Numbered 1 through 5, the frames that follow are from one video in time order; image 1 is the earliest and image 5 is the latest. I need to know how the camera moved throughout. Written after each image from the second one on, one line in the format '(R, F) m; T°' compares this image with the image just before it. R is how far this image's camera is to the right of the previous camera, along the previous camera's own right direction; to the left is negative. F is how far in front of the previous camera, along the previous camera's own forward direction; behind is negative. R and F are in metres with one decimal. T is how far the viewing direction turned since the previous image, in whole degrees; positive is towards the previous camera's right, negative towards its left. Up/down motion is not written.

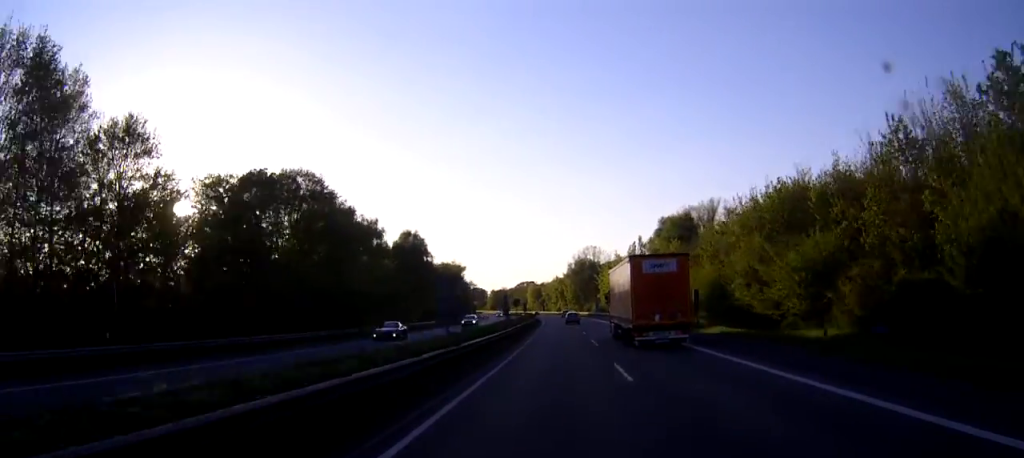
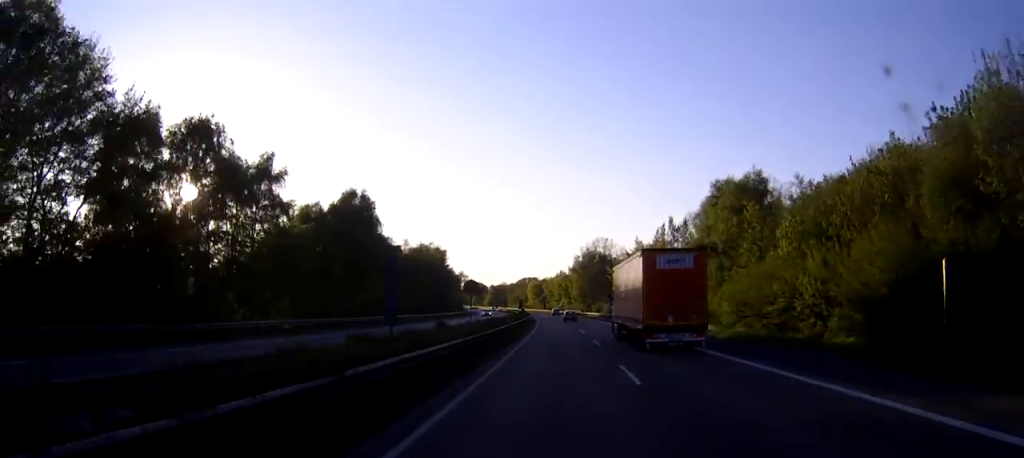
(-0.1, +37.7) m; 0°
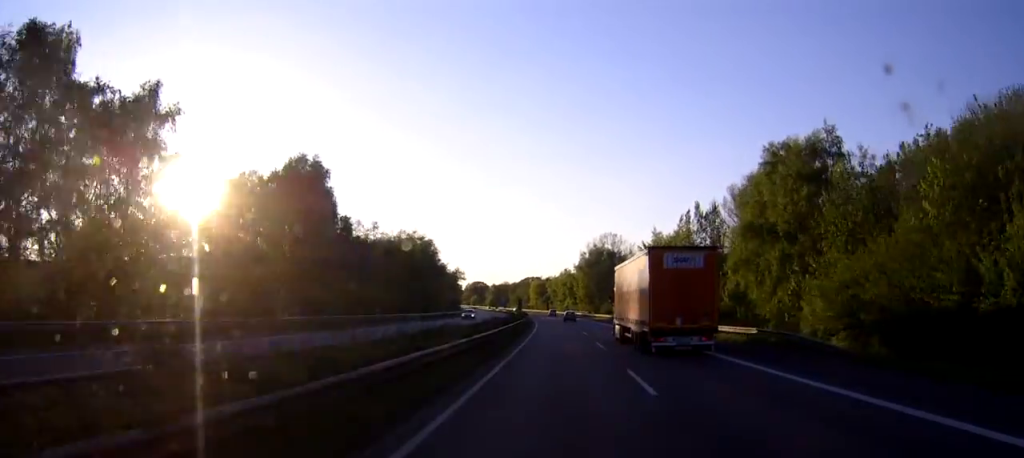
(0.0, +19.8) m; 0°
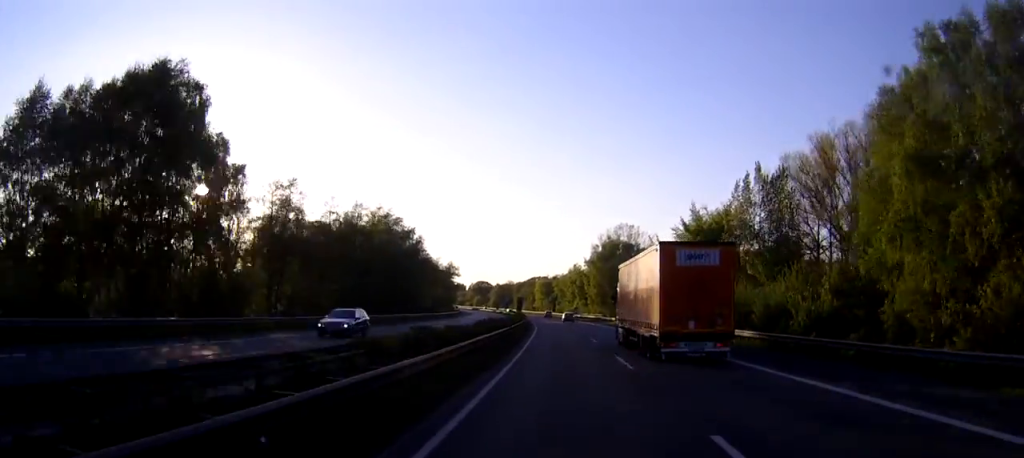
(-0.1, +28.9) m; 0°
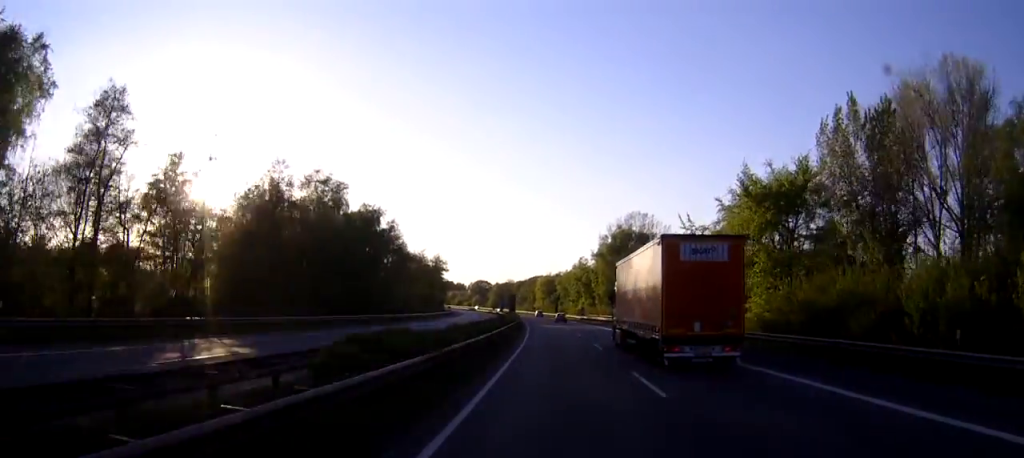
(-0.1, +25.5) m; -1°
